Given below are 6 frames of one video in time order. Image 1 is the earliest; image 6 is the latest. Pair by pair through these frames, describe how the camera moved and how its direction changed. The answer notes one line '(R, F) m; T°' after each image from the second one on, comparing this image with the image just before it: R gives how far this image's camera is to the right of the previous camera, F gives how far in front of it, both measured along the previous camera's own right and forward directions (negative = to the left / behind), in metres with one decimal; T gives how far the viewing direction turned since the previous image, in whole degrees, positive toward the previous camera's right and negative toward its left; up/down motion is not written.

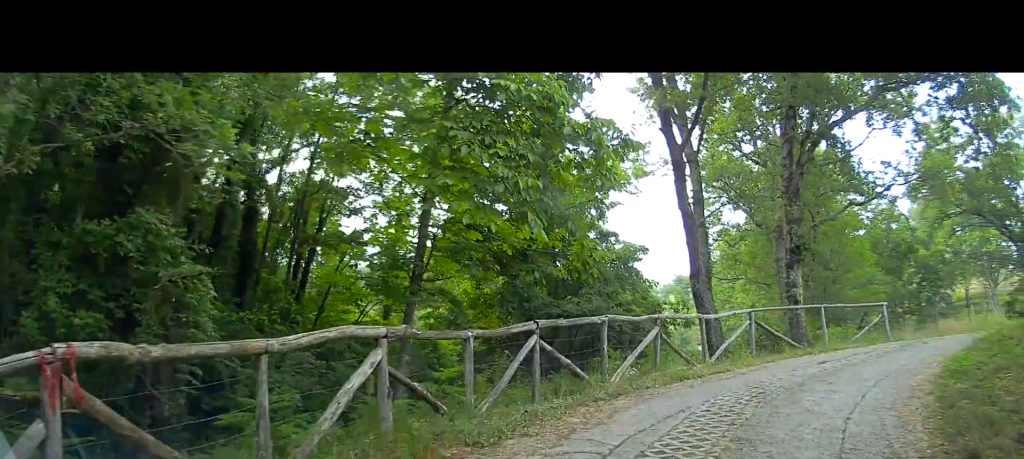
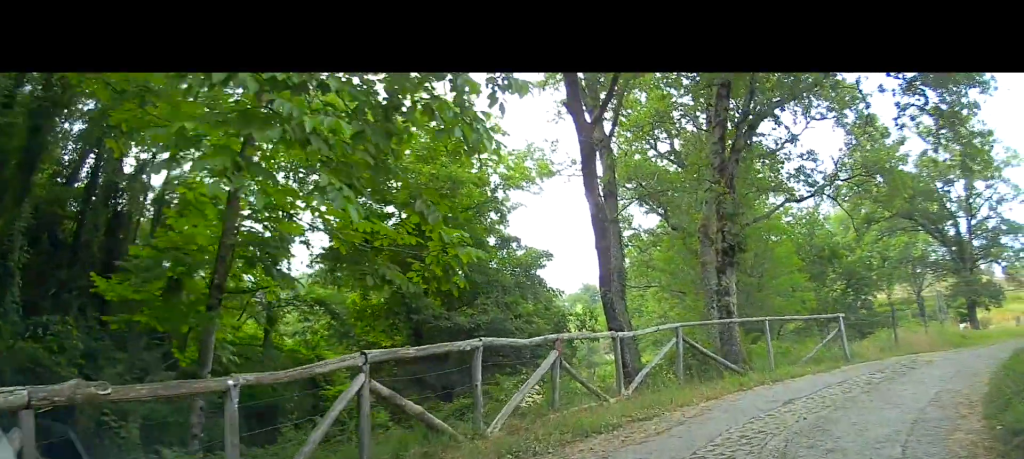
(+0.2, +3.1) m; +9°
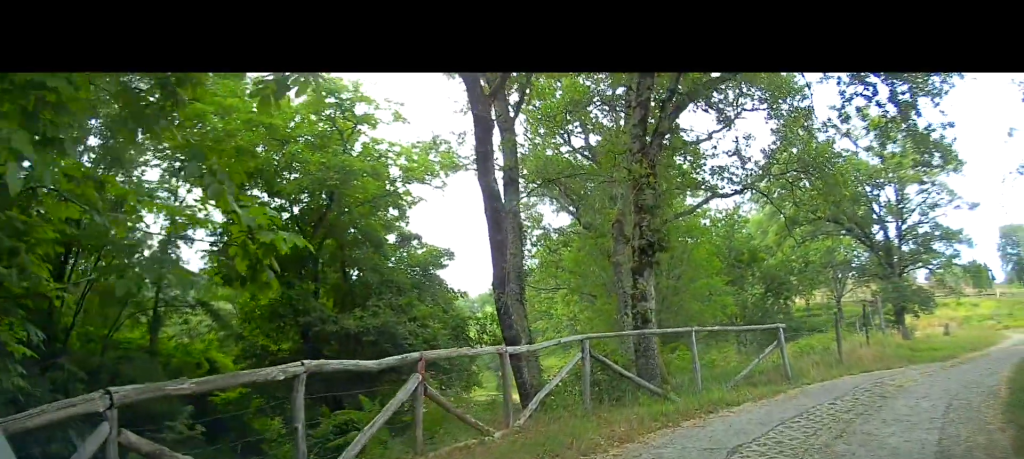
(+0.1, +2.2) m; +12°
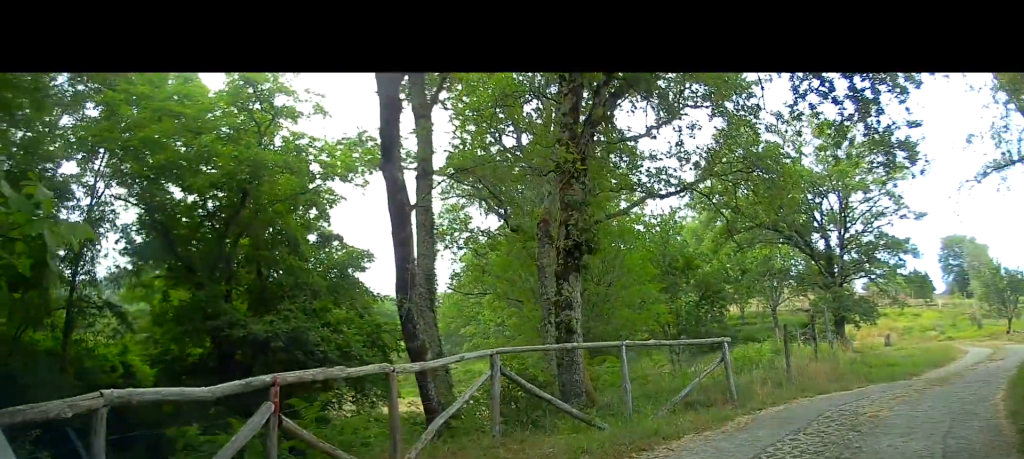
(+0.2, +1.6) m; +7°
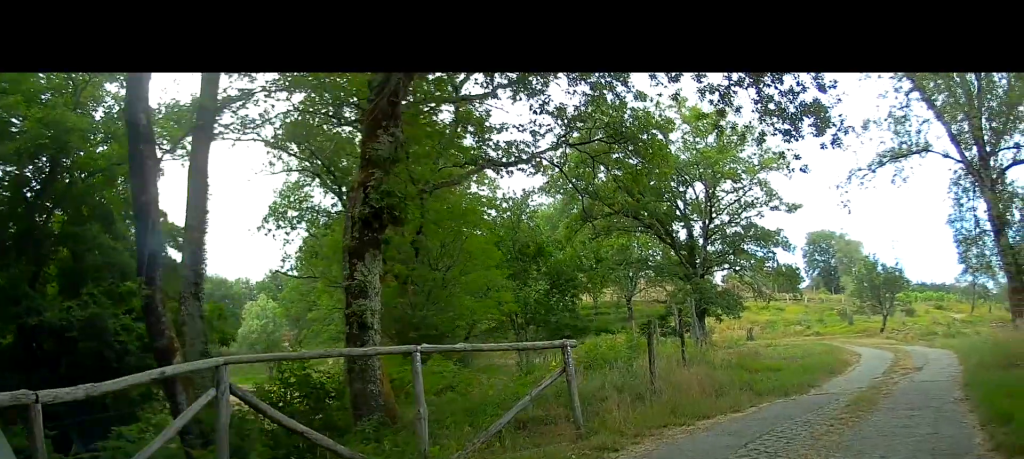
(+0.2, +2.9) m; +6°
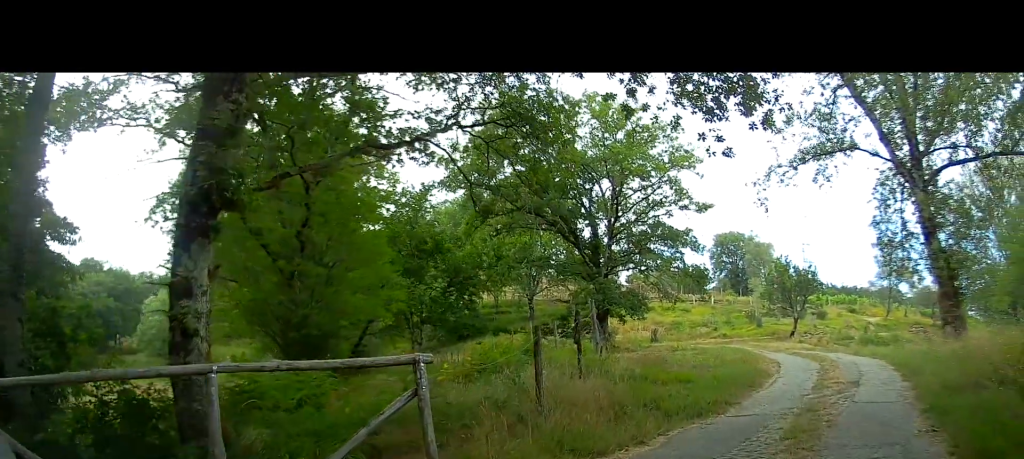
(+0.1, +1.7) m; +4°
